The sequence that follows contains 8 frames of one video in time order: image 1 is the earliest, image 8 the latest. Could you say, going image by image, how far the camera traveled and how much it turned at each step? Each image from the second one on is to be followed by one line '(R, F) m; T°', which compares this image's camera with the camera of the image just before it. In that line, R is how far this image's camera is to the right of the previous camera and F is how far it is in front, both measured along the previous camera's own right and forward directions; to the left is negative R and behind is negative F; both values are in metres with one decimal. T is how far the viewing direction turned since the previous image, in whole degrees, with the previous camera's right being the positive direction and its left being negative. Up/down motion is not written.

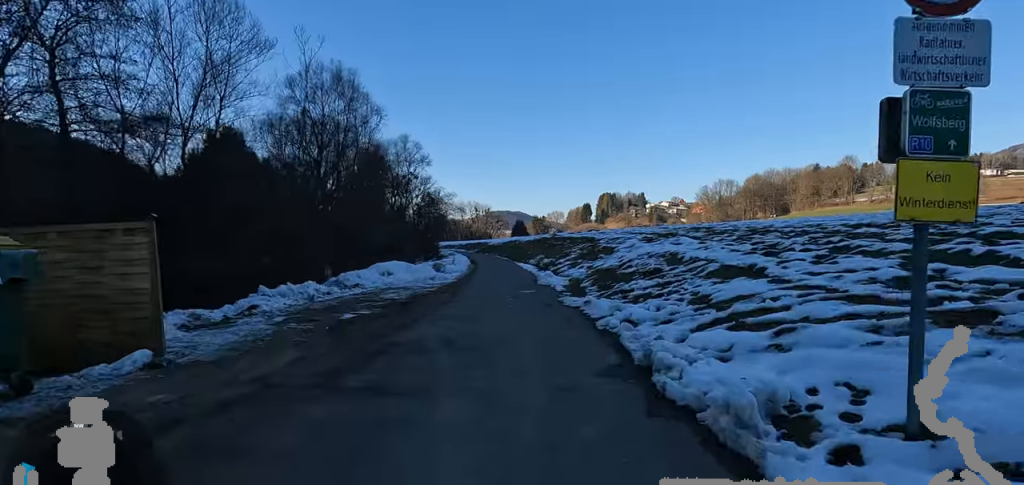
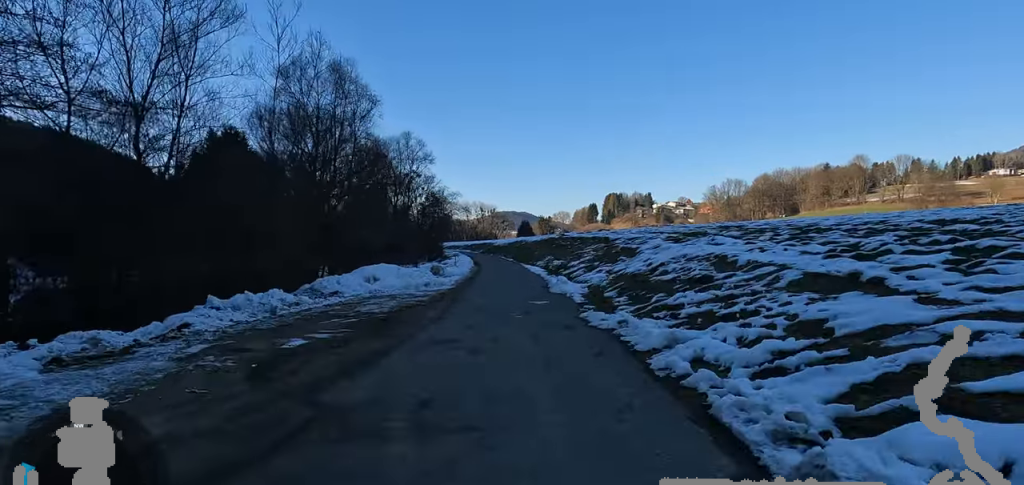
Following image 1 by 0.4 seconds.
(+0.4, +2.5) m; 0°
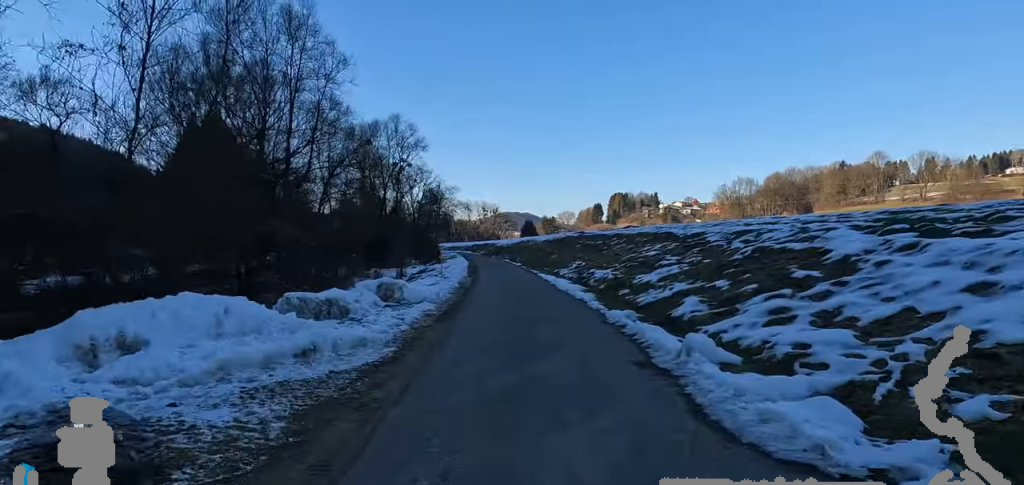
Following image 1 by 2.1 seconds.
(+0.7, +9.7) m; +8°
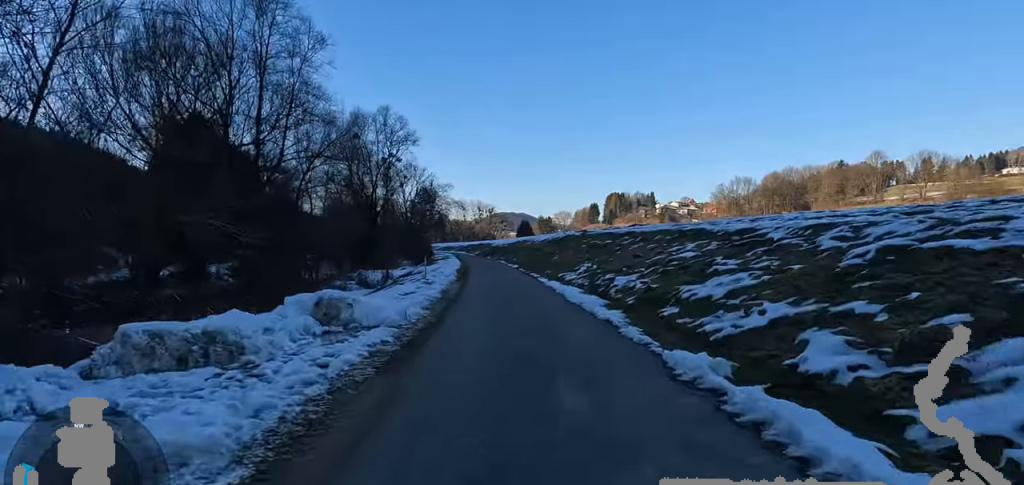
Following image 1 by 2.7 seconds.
(+0.3, +3.4) m; -2°
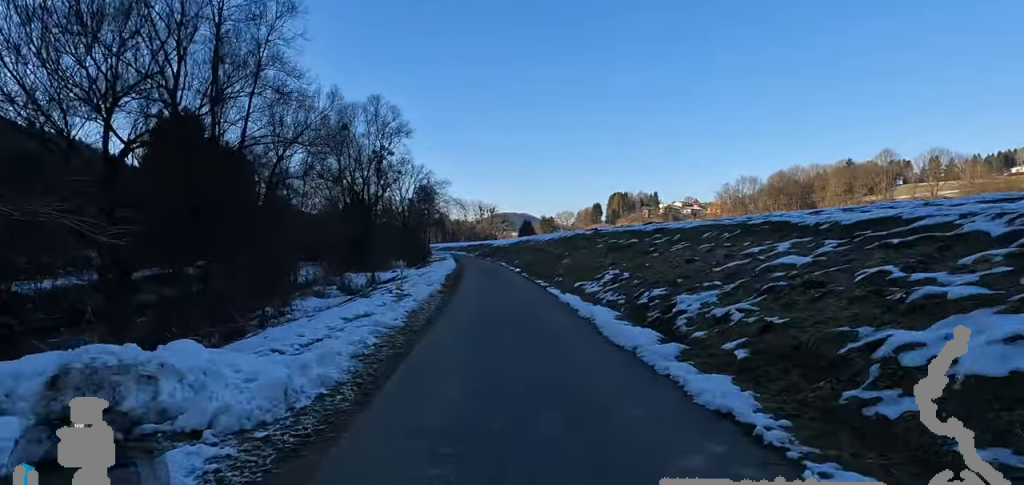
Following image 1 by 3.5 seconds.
(-1.1, +4.4) m; -6°
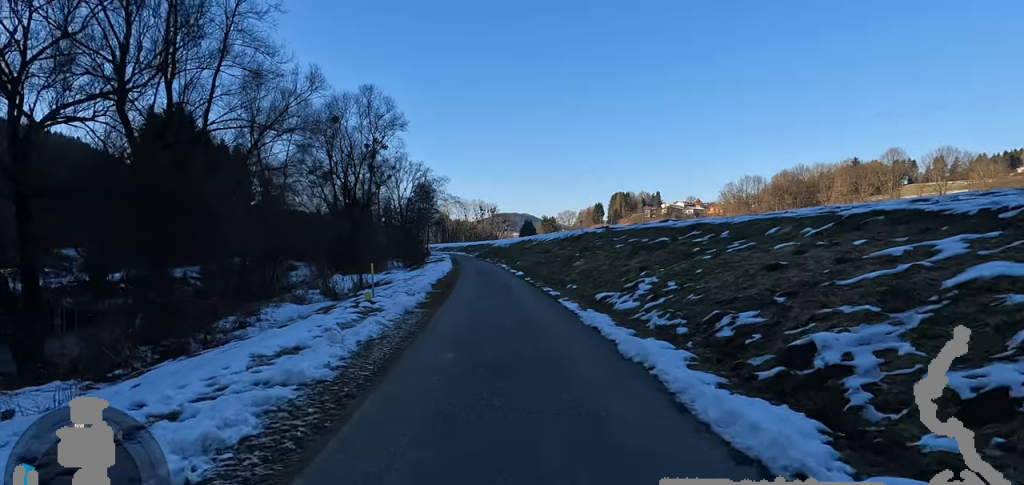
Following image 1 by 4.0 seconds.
(+0.4, +3.4) m; +4°
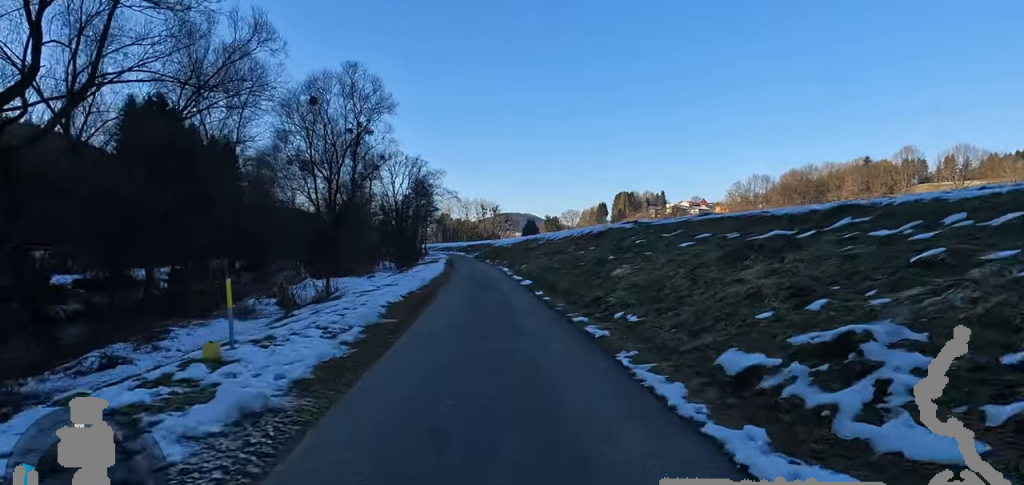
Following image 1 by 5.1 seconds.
(+0.4, +6.3) m; +4°
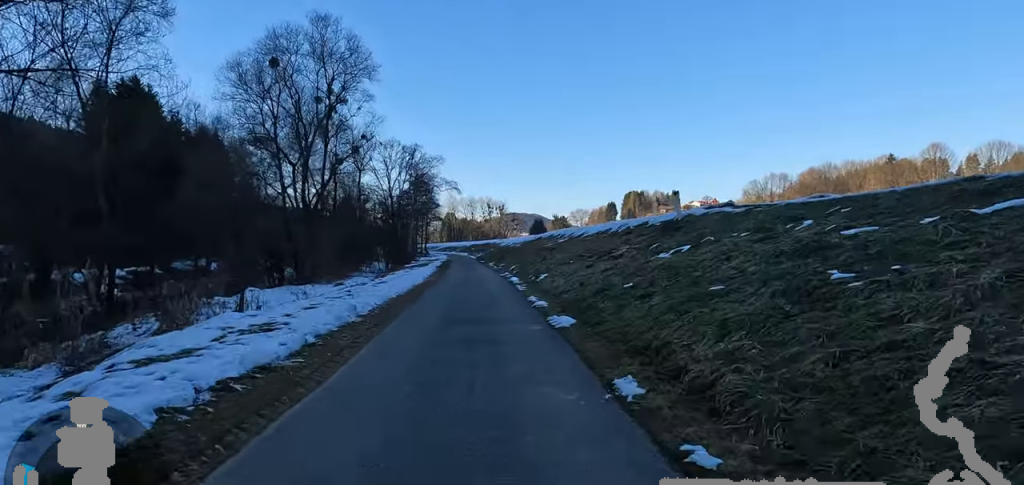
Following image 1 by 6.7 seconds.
(-0.3, +9.4) m; -8°
